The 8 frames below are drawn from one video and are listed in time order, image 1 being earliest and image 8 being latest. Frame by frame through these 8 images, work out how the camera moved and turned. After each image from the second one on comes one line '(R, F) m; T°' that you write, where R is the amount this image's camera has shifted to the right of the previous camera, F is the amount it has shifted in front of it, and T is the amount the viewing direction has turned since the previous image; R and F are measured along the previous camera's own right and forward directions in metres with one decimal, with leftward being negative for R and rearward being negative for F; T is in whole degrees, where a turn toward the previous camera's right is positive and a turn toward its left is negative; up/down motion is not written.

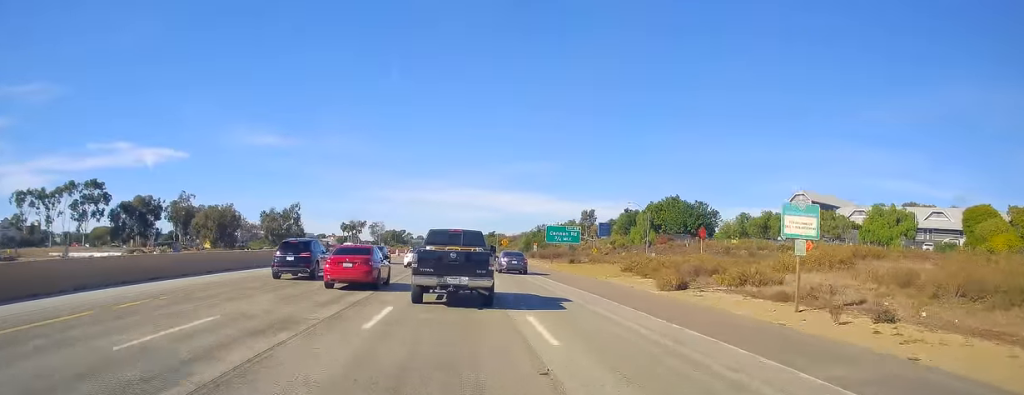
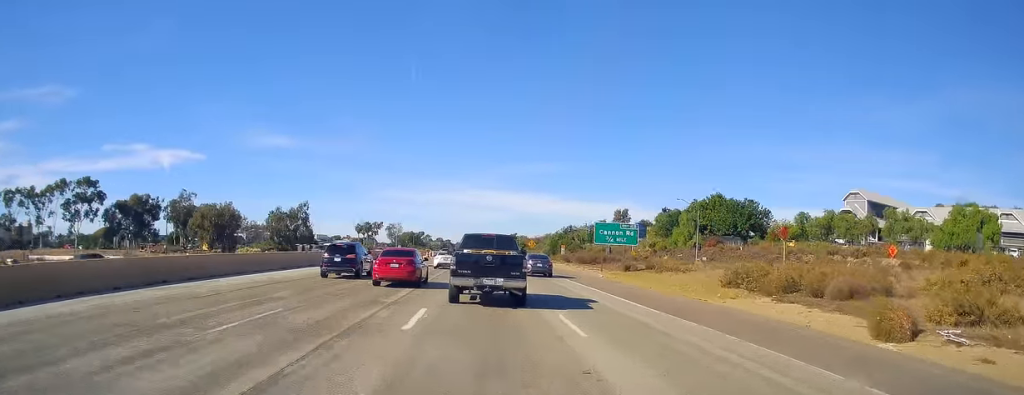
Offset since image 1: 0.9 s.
(-0.3, +14.5) m; -1°
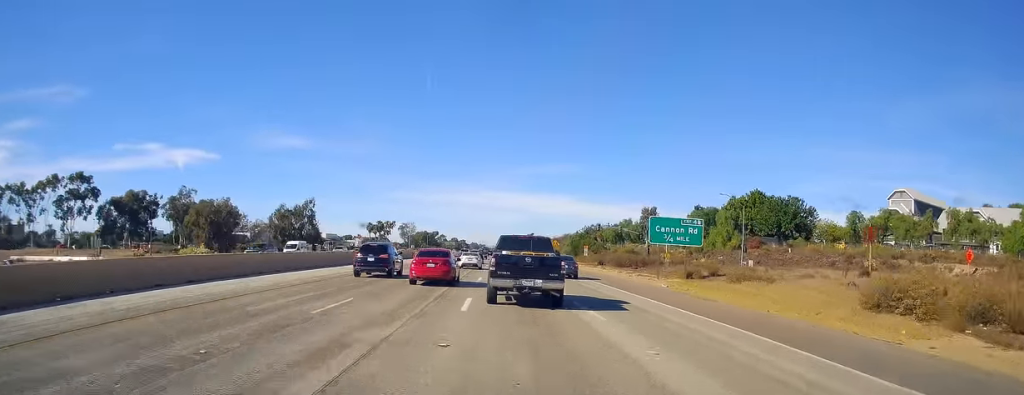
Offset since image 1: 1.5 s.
(-0.4, +10.5) m; +1°
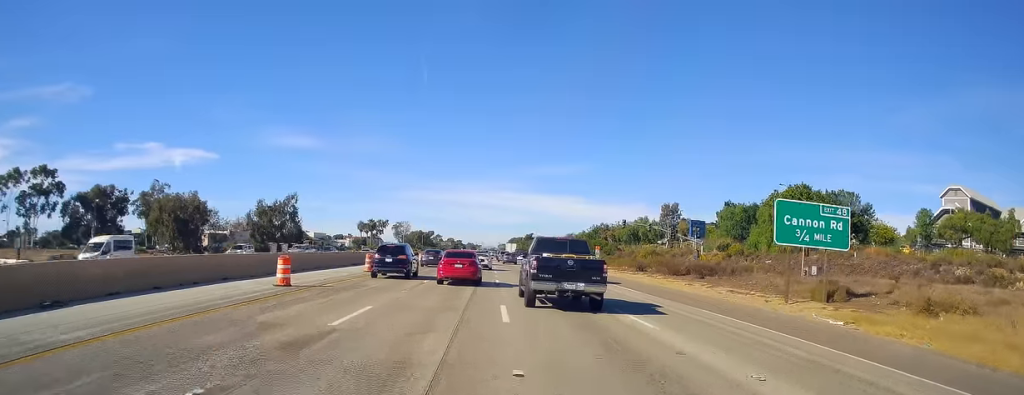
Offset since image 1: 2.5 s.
(+1.0, +16.4) m; +1°
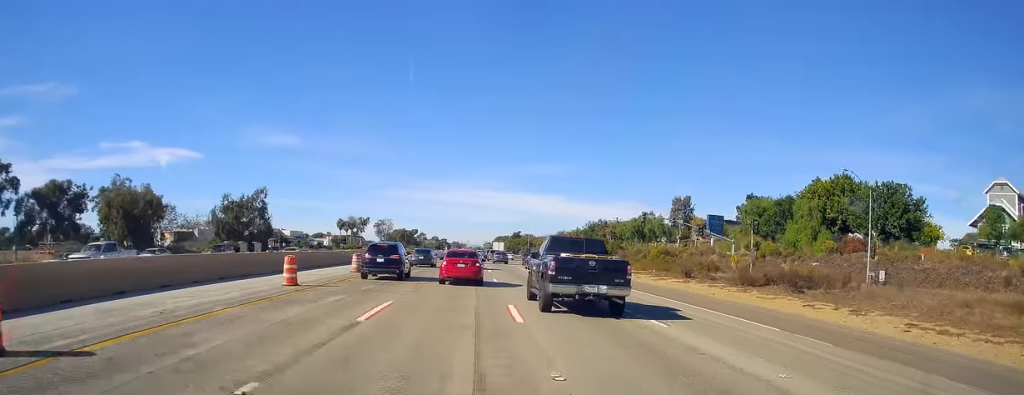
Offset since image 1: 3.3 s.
(-0.6, +14.1) m; -2°
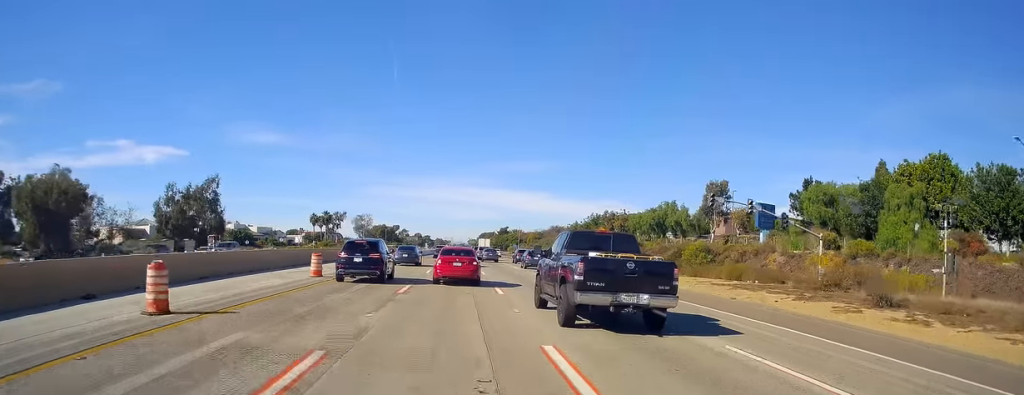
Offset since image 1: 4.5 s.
(-0.2, +22.0) m; 0°
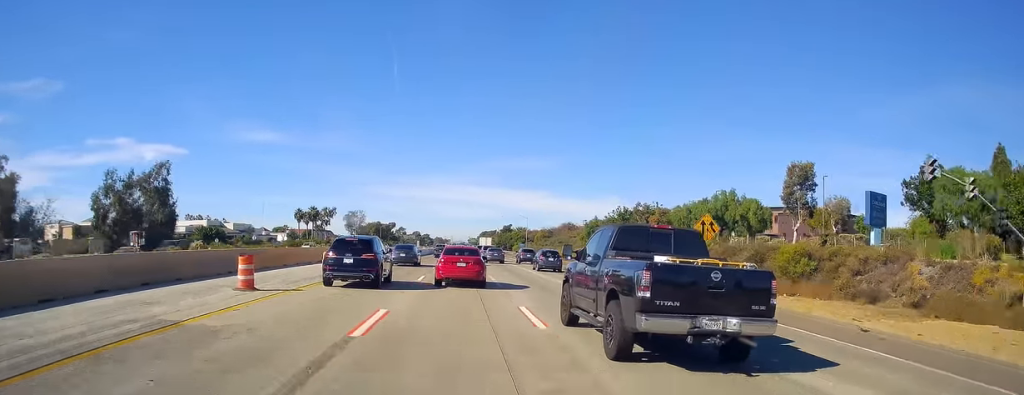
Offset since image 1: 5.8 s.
(+0.6, +24.9) m; +3°
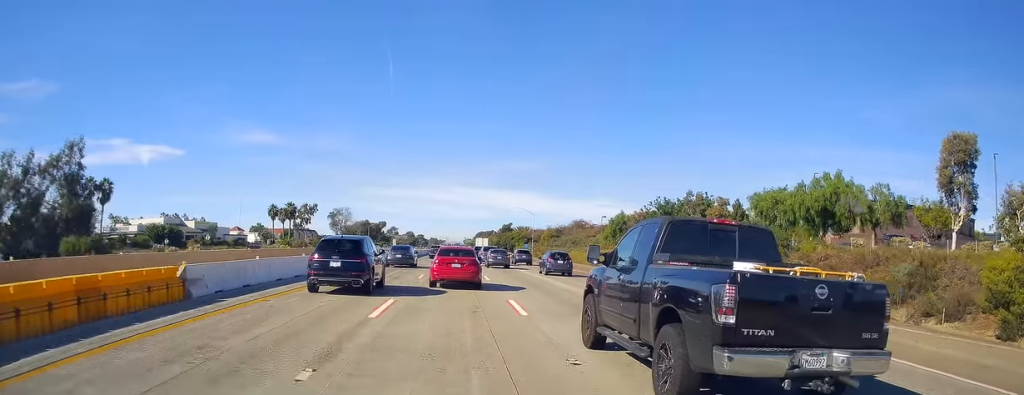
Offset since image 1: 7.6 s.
(+0.5, +29.3) m; +1°
